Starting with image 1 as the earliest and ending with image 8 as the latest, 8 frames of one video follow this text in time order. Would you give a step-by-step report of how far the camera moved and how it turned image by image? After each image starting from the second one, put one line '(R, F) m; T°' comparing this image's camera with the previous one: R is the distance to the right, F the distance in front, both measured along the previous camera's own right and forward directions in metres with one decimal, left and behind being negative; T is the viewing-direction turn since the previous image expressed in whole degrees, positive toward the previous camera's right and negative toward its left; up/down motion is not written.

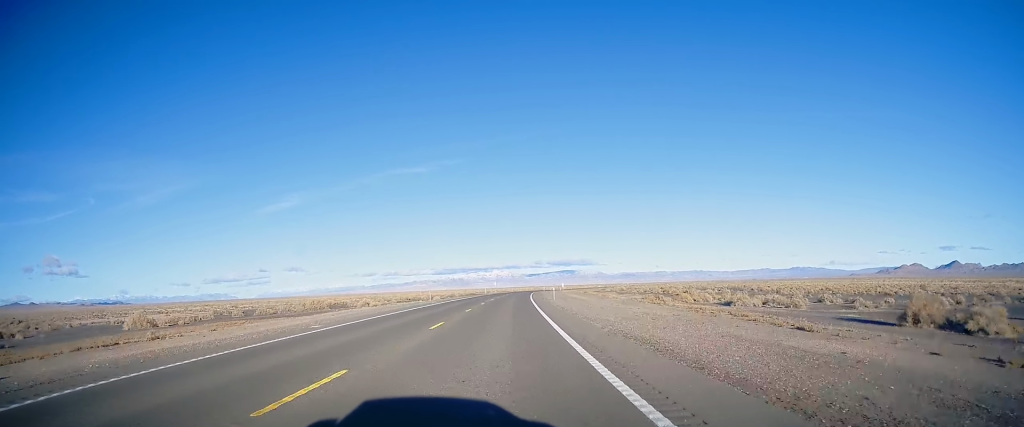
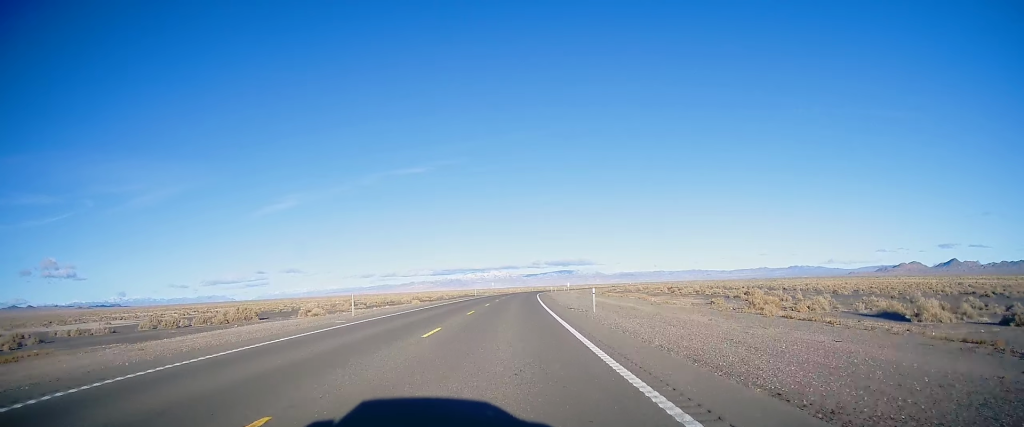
(-0.3, +27.7) m; 0°
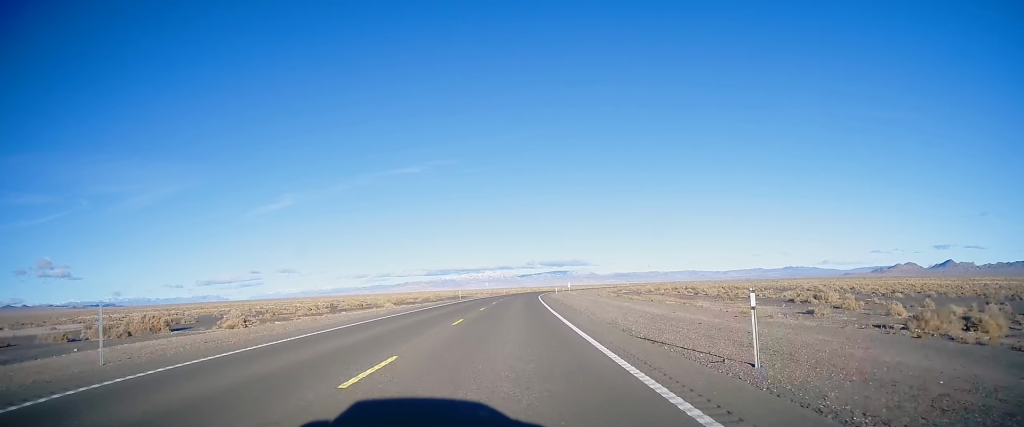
(+0.1, +19.4) m; +1°
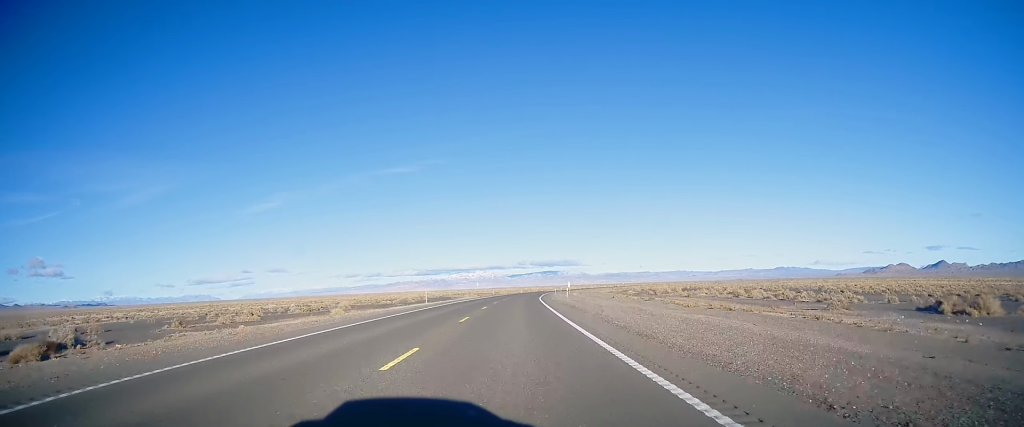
(0.0, +23.1) m; +1°
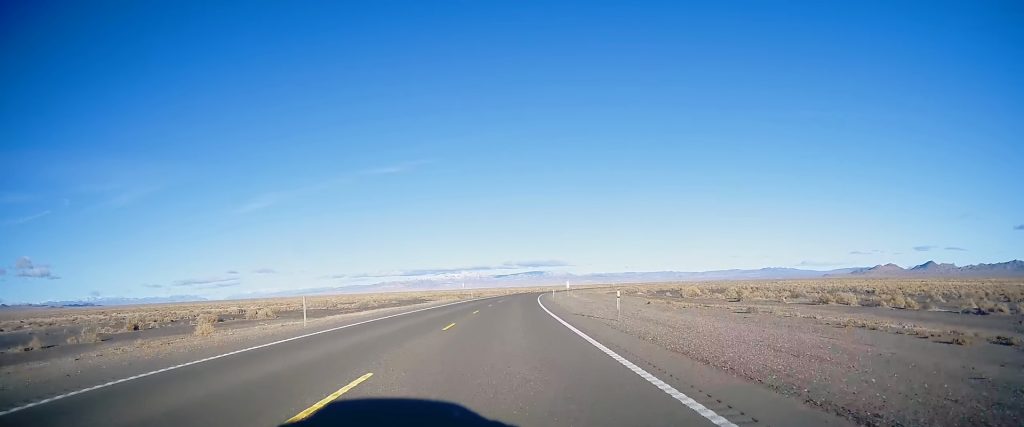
(+0.6, +27.5) m; +2°
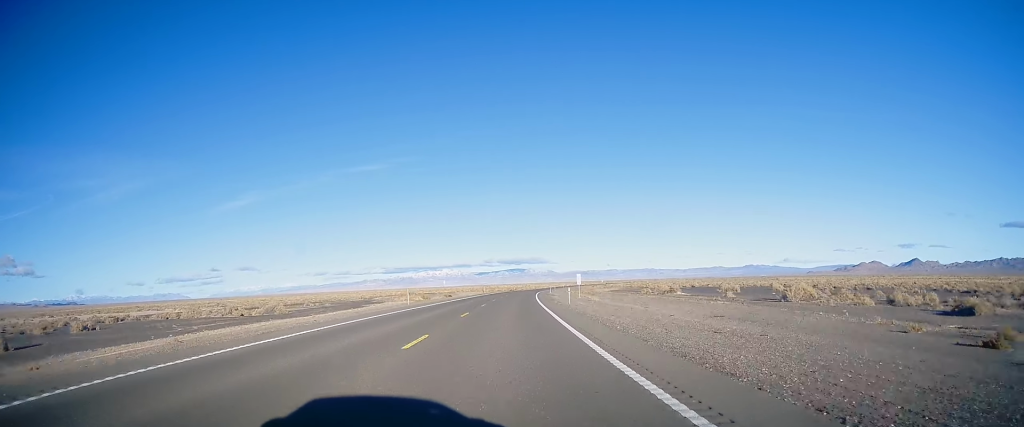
(+0.8, +42.0) m; +1°
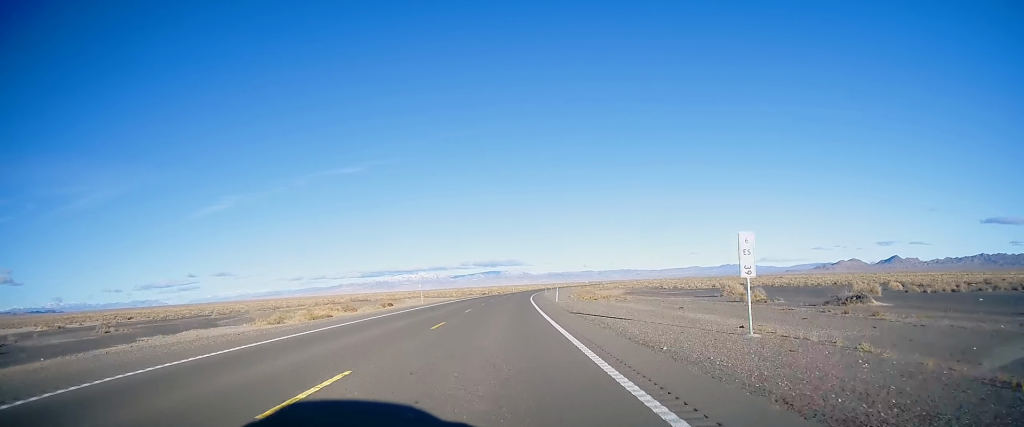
(+0.7, +54.3) m; +2°
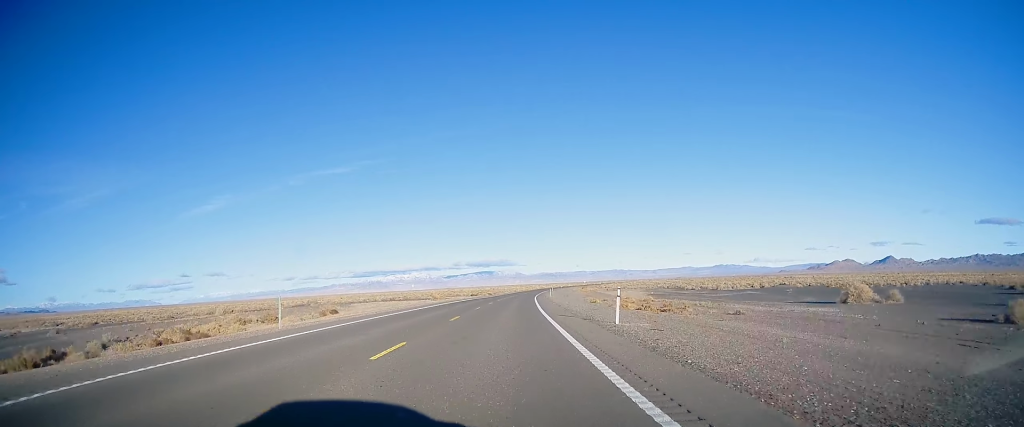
(+0.3, +31.6) m; +1°
